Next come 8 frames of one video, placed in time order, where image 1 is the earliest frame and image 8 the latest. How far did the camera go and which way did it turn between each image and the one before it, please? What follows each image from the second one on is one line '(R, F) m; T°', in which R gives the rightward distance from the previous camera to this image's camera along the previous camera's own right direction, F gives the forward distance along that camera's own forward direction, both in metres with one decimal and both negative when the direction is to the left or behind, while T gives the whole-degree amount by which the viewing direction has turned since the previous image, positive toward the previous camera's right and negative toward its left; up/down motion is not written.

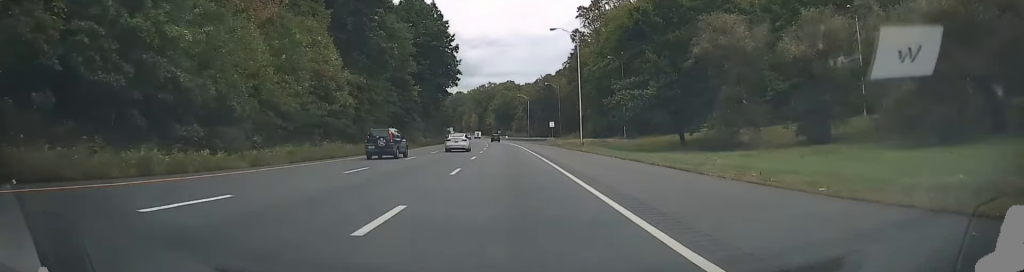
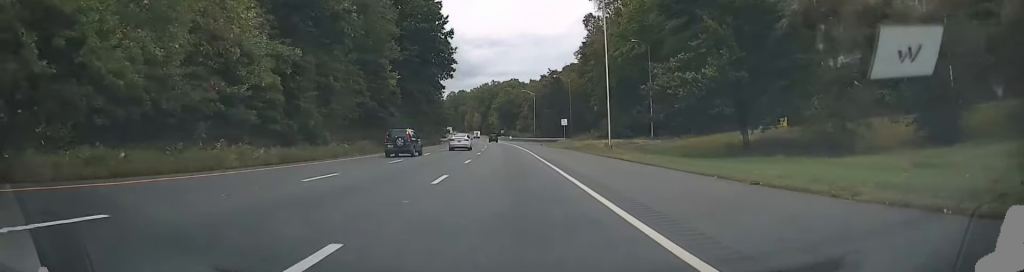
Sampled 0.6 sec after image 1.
(+0.1, +16.4) m; -1°
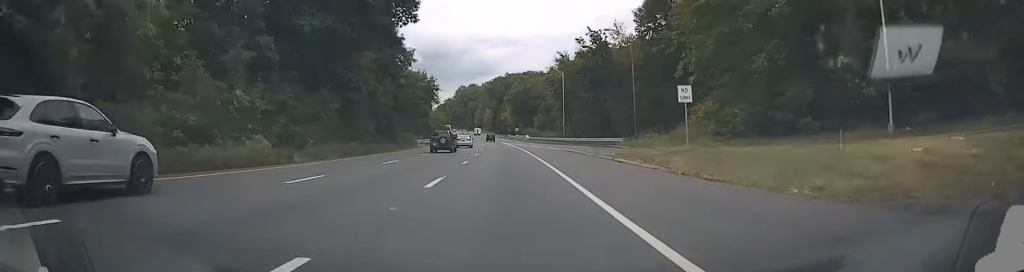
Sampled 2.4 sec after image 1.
(-1.5, +52.1) m; -2°
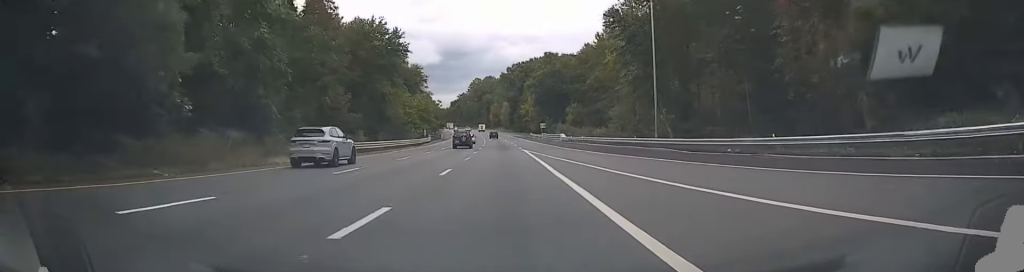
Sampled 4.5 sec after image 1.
(-0.3, +52.4) m; -1°
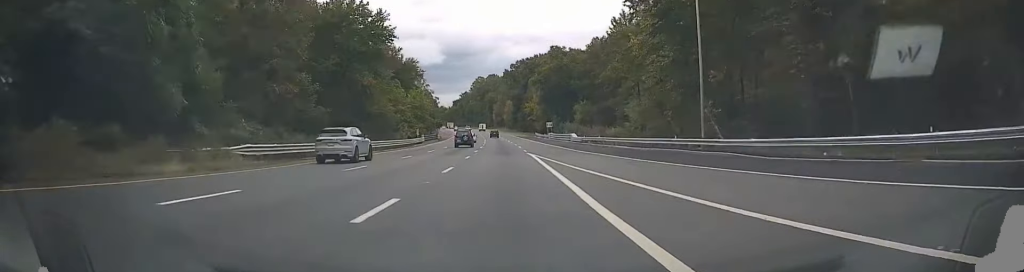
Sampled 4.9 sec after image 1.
(-0.1, +11.0) m; 0°
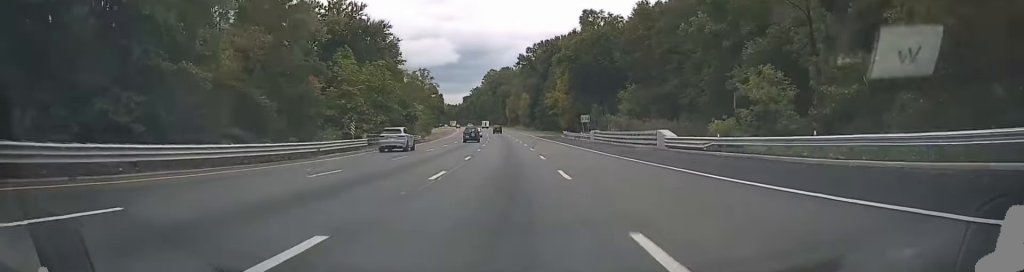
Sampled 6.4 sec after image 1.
(-0.5, +40.4) m; -2°
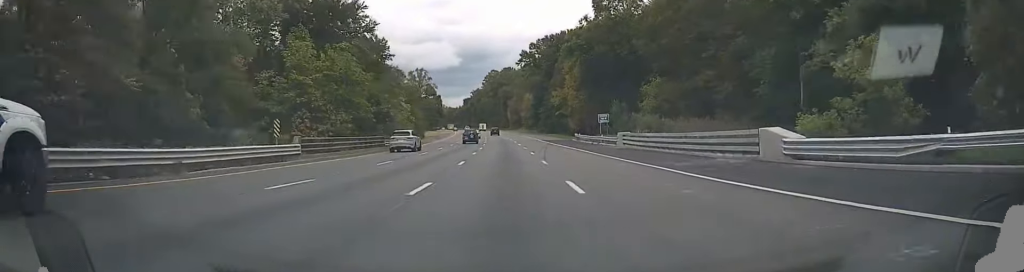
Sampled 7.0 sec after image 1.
(-0.1, +16.3) m; -1°
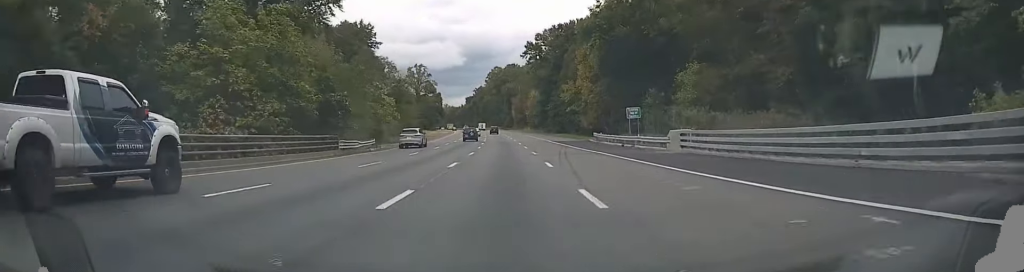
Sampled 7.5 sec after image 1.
(-0.1, +16.5) m; -1°
